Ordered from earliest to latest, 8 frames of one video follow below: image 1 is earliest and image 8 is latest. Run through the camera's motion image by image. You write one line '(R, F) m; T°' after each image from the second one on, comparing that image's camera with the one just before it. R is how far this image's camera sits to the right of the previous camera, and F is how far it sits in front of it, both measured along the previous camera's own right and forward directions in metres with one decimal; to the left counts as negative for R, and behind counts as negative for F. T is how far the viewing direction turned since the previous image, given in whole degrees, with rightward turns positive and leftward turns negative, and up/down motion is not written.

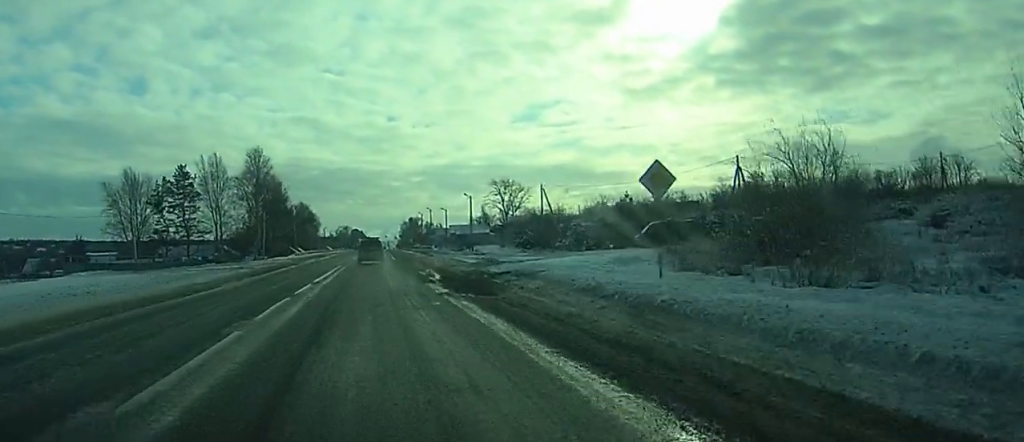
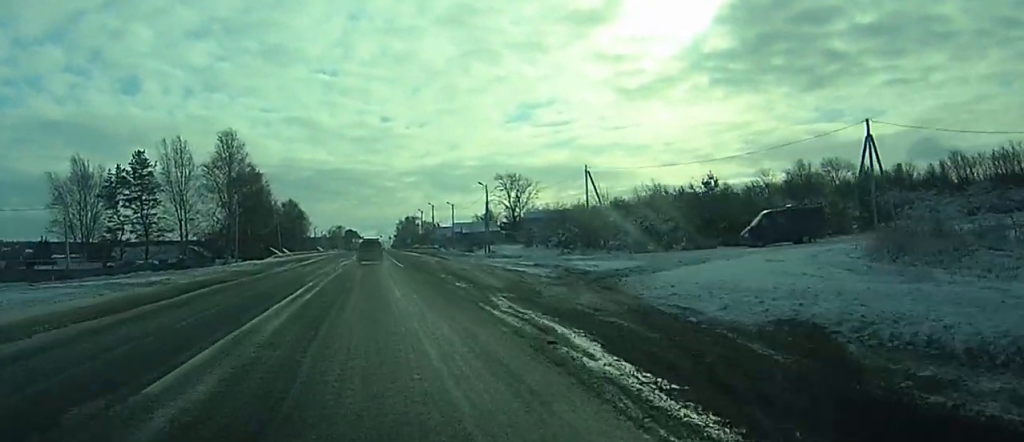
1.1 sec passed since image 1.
(0.0, +24.5) m; 0°
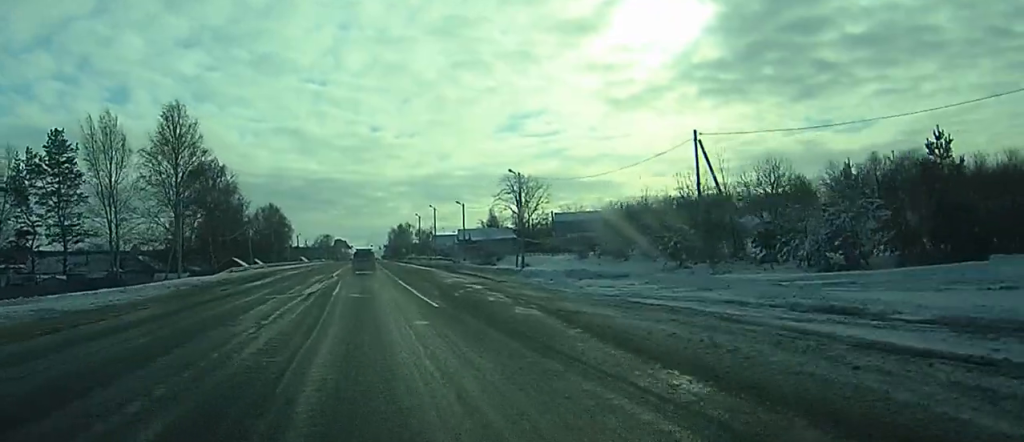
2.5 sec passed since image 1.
(+0.2, +30.0) m; 0°
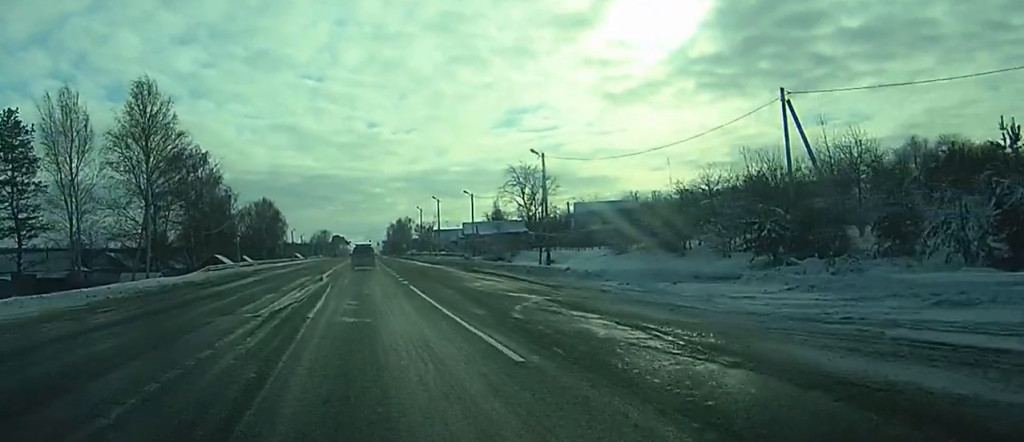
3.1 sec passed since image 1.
(0.0, +11.8) m; 0°
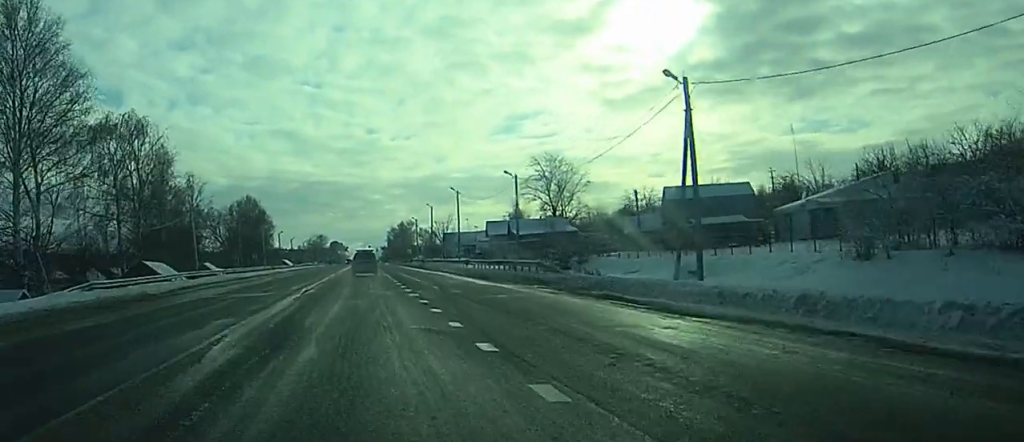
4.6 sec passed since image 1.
(0.0, +31.0) m; +1°
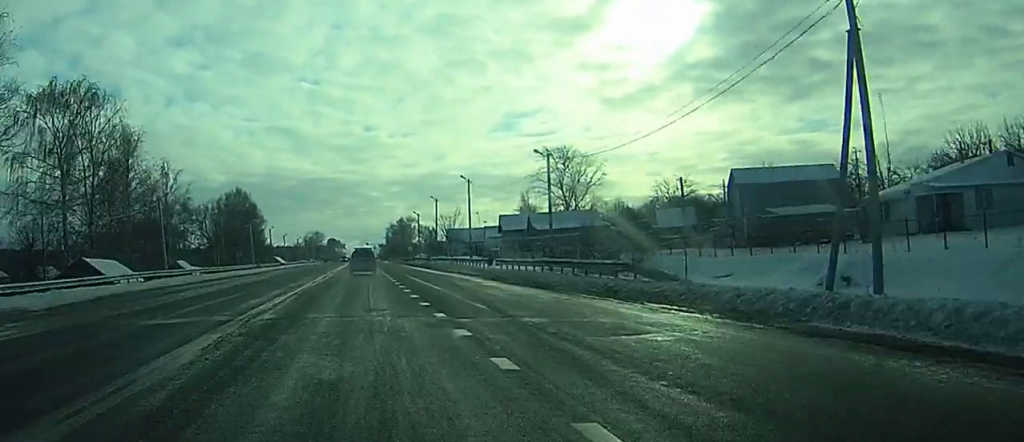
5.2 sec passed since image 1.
(+0.1, +13.8) m; 0°
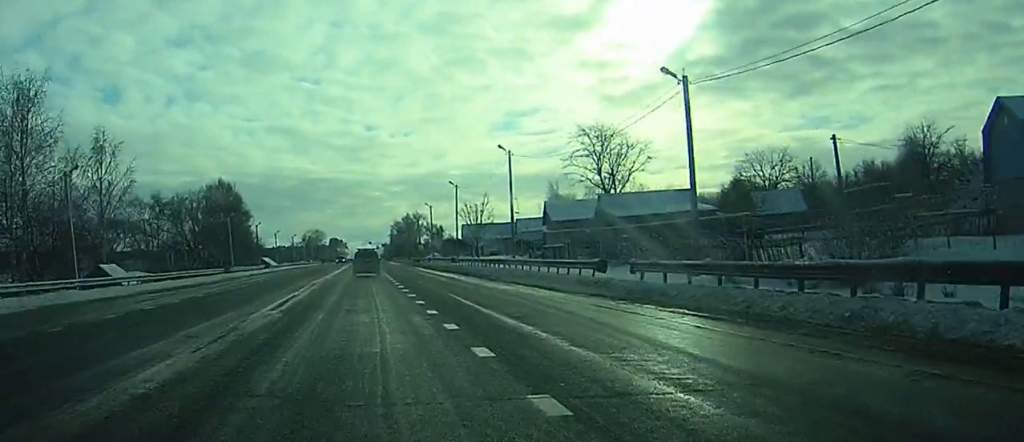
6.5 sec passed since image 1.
(+0.1, +26.4) m; 0°
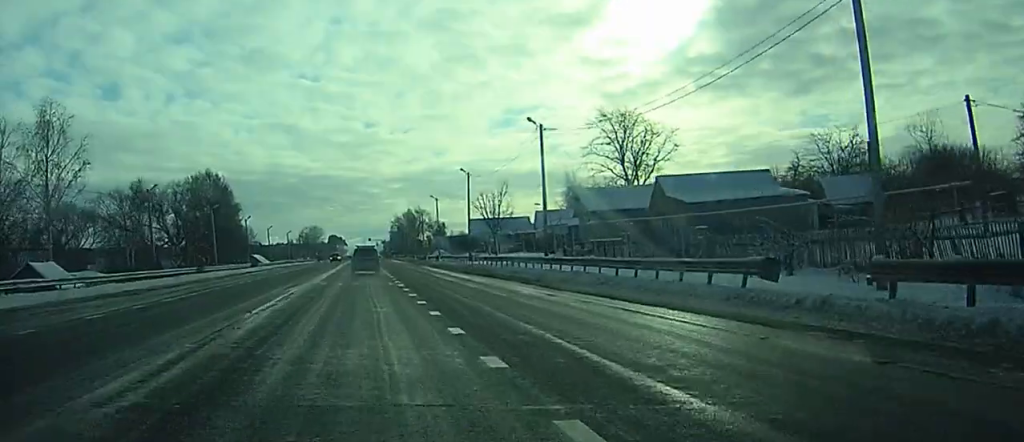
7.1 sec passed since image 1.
(0.0, +13.3) m; 0°
